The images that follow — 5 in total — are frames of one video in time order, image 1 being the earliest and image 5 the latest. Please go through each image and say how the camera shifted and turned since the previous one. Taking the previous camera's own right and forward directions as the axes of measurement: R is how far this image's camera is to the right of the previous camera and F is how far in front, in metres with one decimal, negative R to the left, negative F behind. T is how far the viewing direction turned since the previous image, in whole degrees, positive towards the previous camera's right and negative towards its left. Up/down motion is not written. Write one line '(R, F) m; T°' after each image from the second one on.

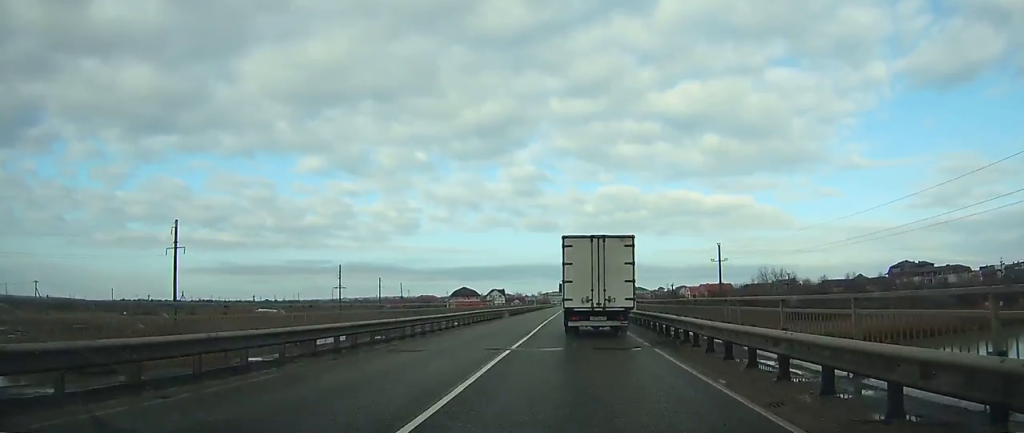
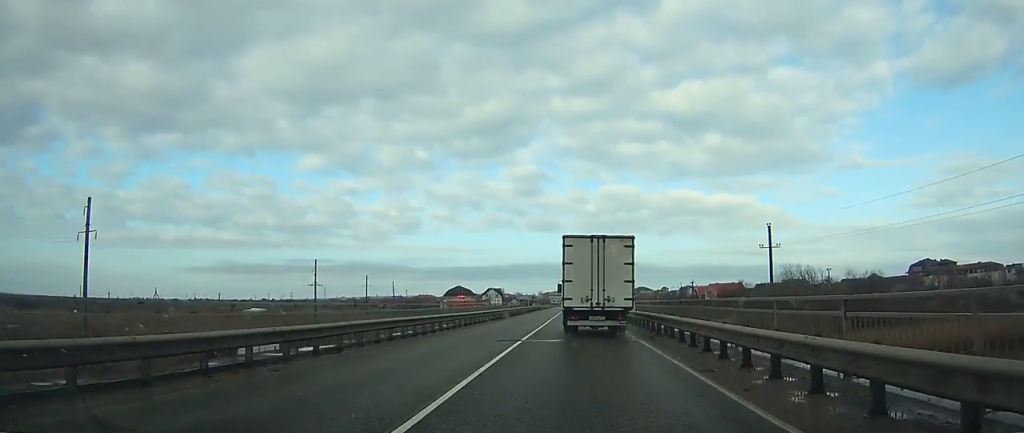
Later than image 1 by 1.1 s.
(-0.1, +18.9) m; 0°
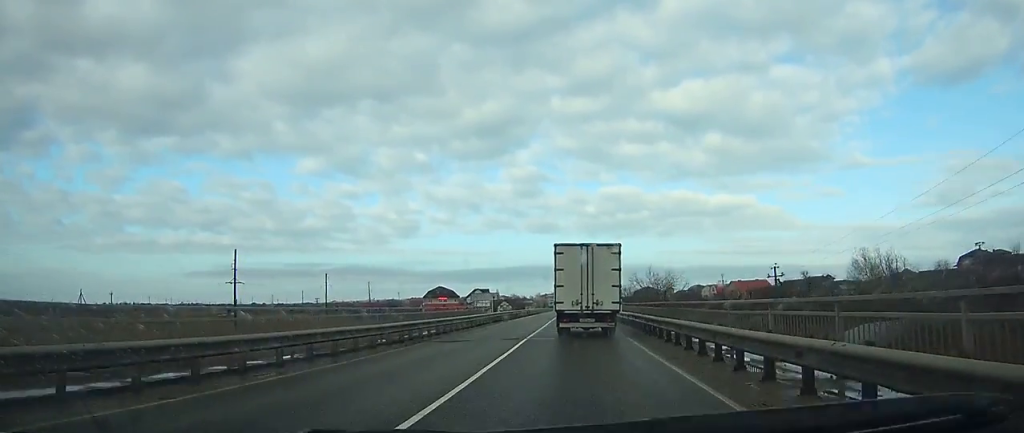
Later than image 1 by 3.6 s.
(-0.2, +41.5) m; -1°
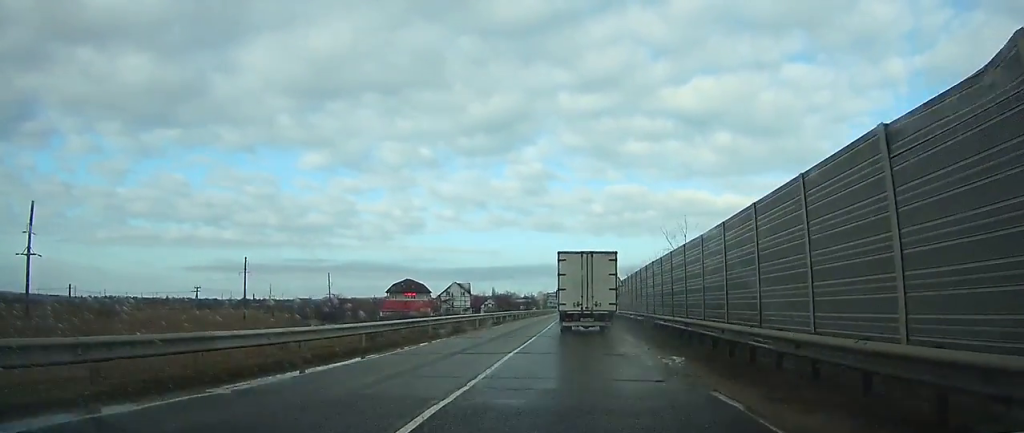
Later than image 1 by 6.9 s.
(-0.3, +56.3) m; 0°
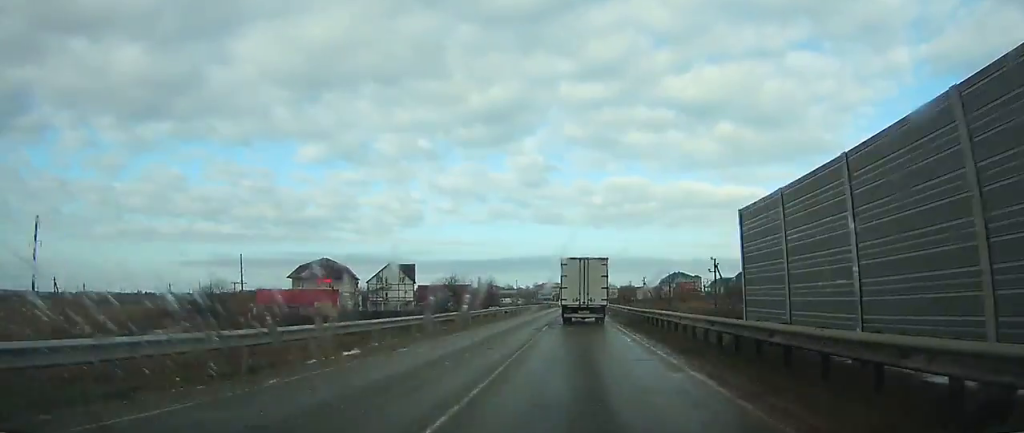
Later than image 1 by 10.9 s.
(+0.6, +70.9) m; +1°
